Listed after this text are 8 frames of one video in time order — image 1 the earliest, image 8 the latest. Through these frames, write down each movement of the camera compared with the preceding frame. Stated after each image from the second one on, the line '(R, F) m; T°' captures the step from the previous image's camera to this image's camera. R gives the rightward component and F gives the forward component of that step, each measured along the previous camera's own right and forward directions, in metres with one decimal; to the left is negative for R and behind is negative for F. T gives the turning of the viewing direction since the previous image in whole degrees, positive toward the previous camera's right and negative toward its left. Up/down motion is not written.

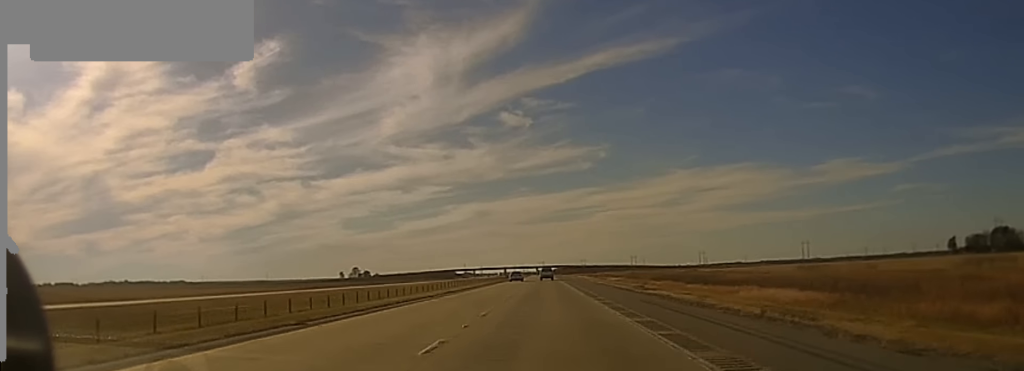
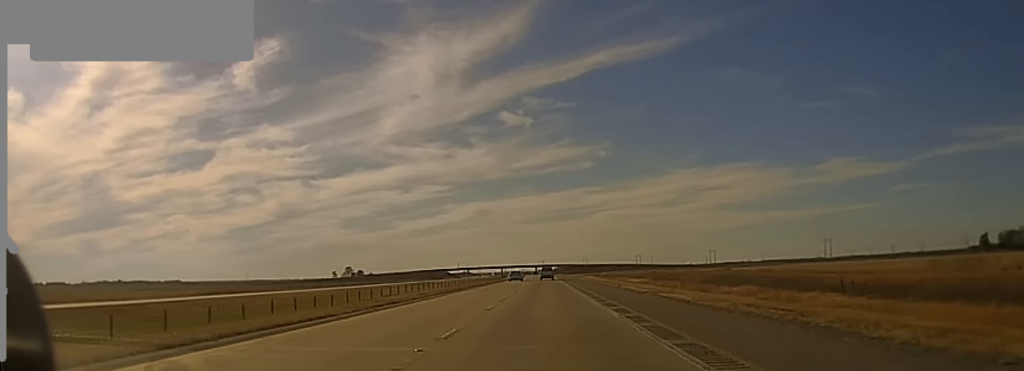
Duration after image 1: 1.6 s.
(-0.1, +53.4) m; 0°
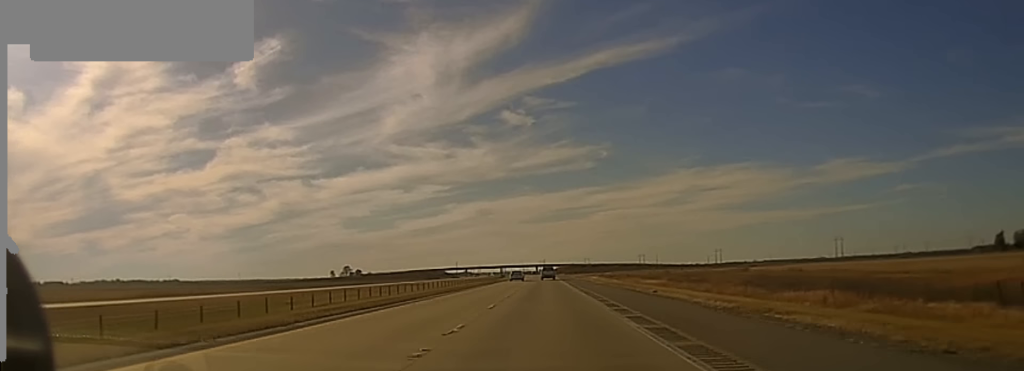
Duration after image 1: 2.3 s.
(0.0, +23.6) m; 0°
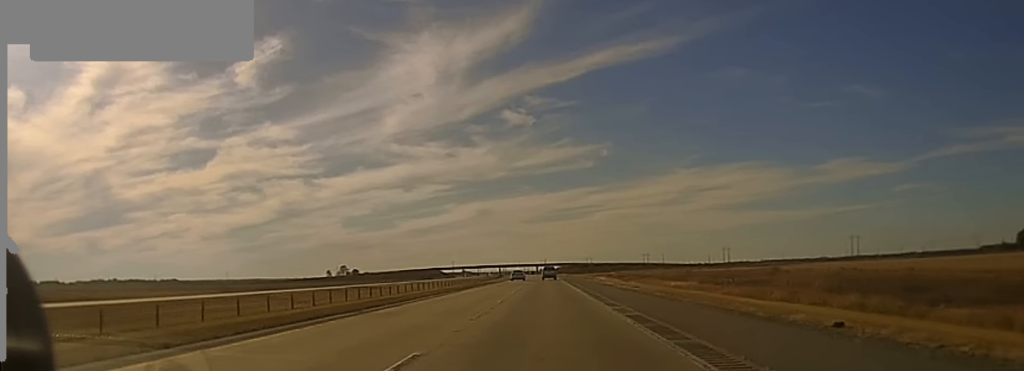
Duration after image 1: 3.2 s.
(0.0, +34.1) m; 0°
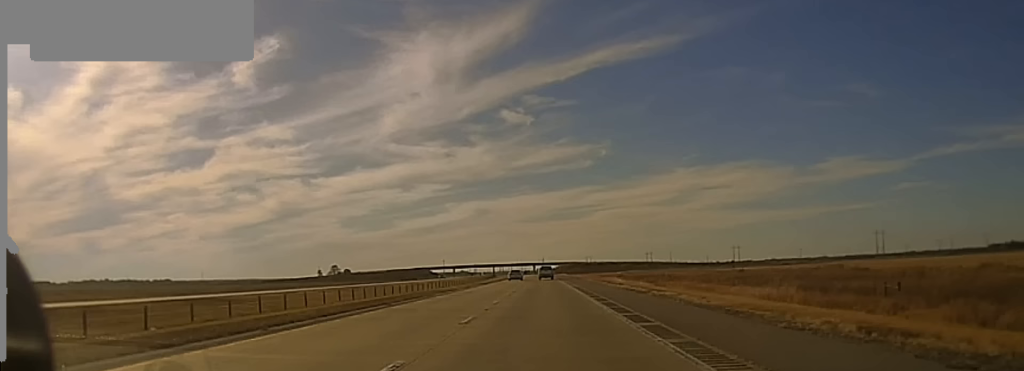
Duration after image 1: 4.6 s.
(-0.1, +57.6) m; 0°
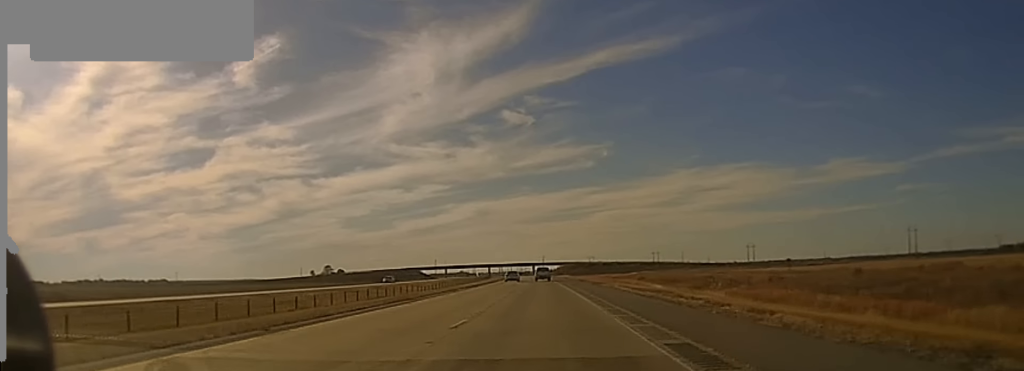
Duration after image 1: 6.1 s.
(0.0, +51.4) m; 0°
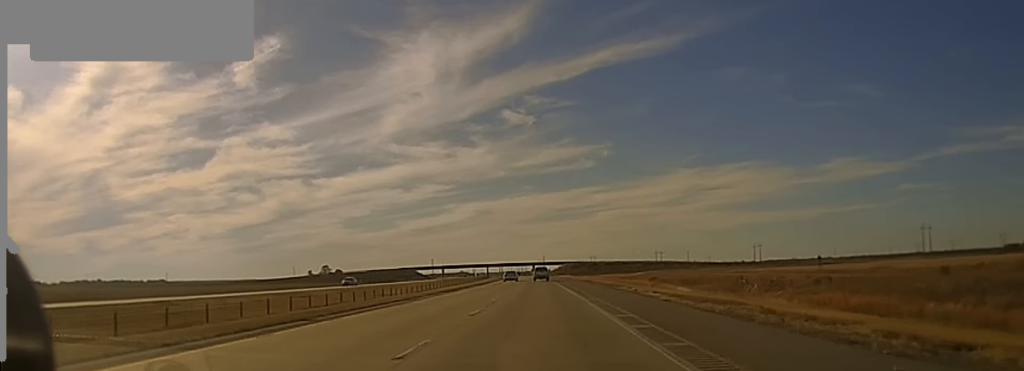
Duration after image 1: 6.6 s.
(0.0, +18.5) m; 0°
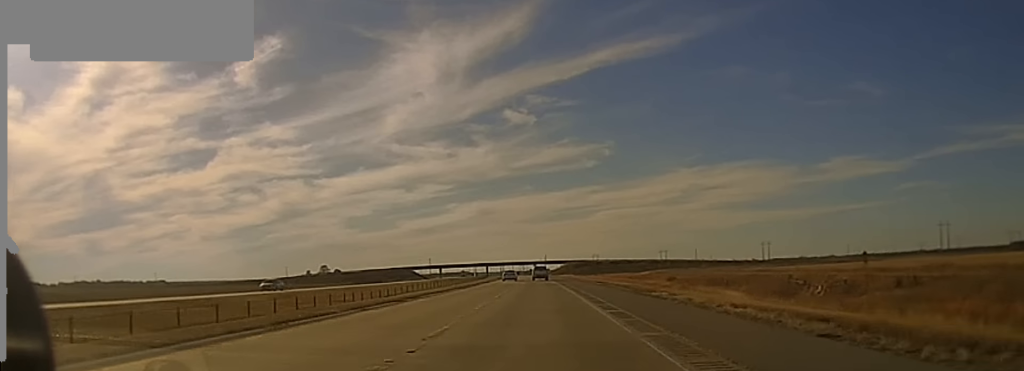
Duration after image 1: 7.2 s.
(+0.2, +18.6) m; 0°
